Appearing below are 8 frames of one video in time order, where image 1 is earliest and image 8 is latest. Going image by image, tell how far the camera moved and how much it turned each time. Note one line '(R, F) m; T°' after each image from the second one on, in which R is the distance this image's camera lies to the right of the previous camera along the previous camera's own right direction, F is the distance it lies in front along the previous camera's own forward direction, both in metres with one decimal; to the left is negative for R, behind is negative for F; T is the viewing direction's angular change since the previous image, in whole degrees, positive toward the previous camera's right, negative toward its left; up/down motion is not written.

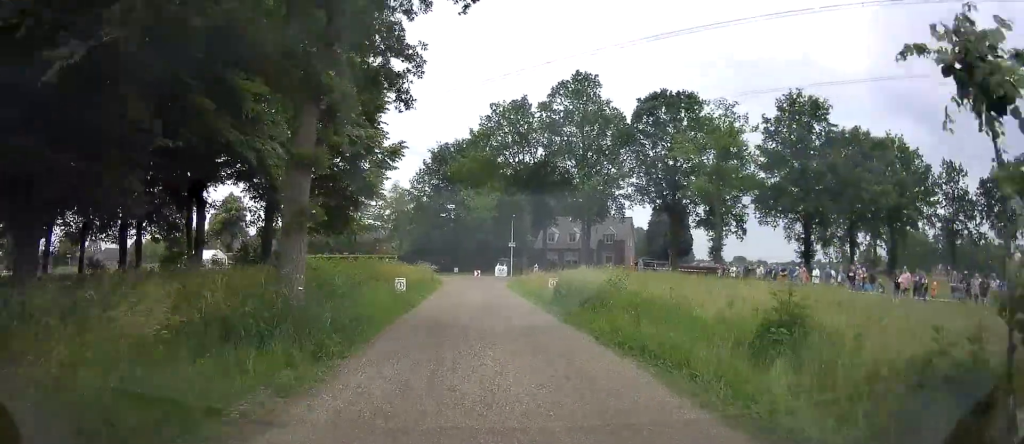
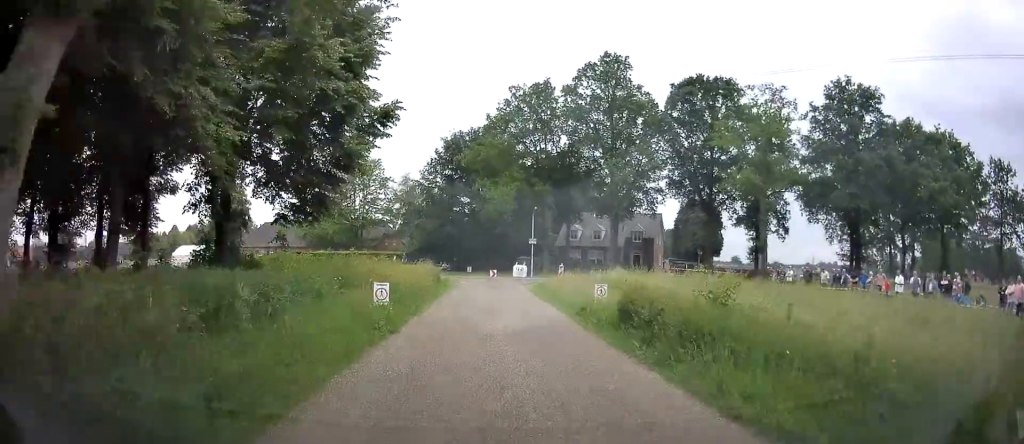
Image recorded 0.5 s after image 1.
(-0.4, +7.9) m; -2°
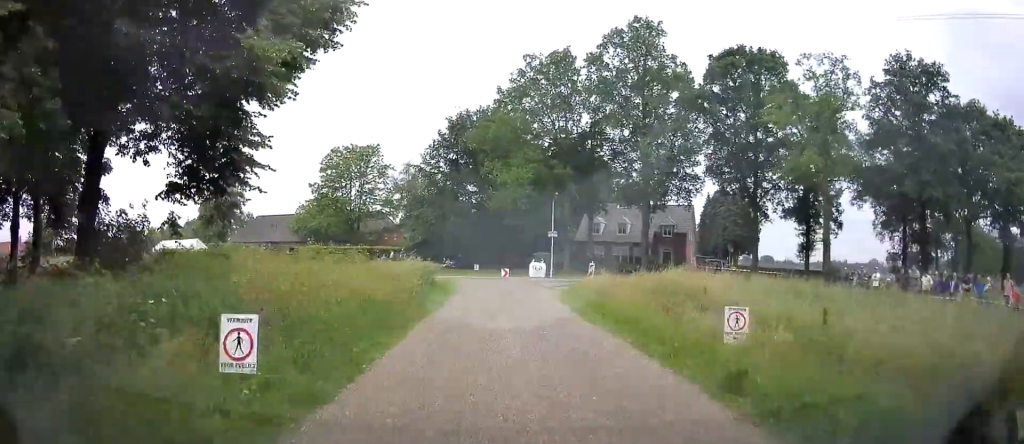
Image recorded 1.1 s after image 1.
(-0.2, +8.7) m; -2°
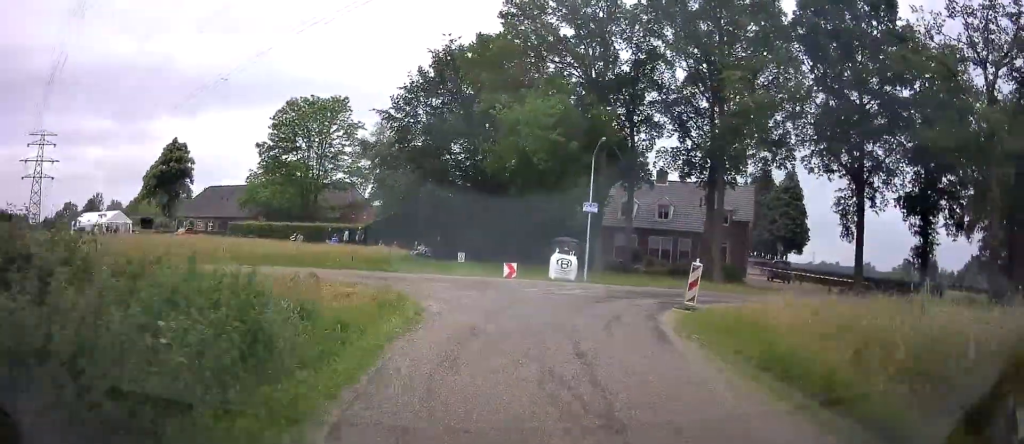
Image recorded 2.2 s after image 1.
(-0.3, +19.0) m; +1°
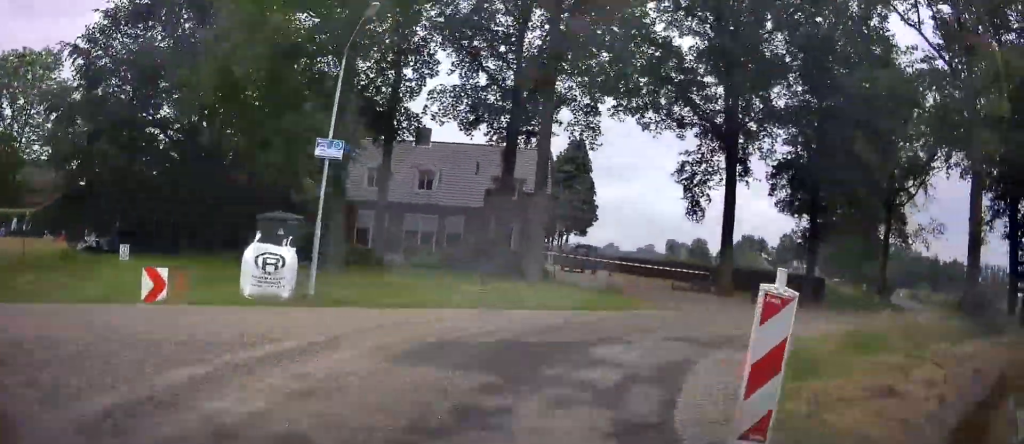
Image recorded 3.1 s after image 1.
(0.0, +14.7) m; +7°
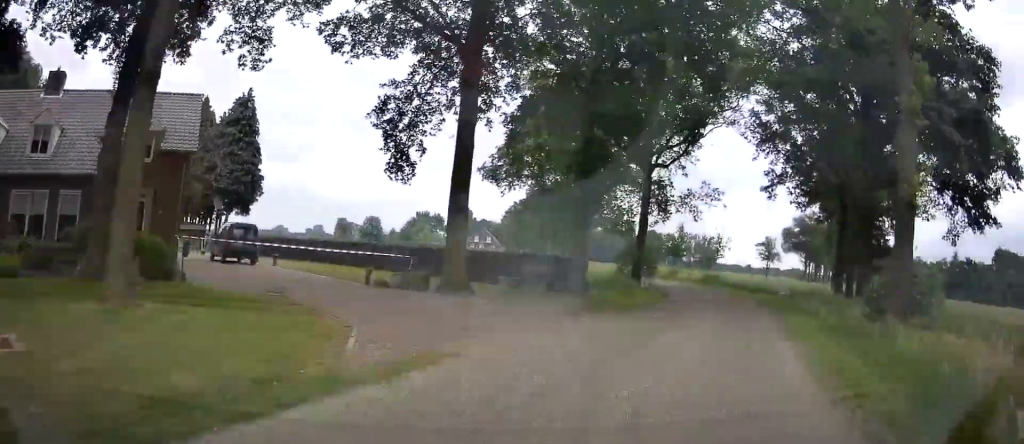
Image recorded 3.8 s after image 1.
(+0.8, +12.4) m; +20°
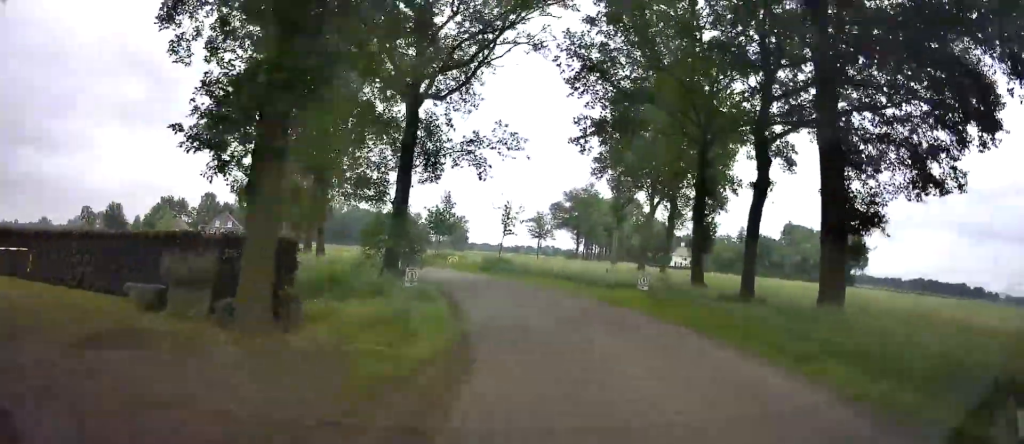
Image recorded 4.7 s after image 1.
(+4.3, +13.3) m; +26°
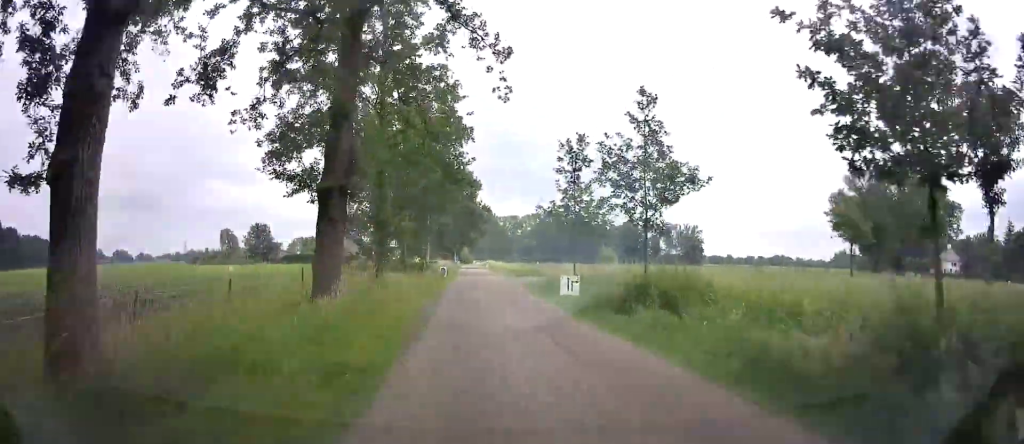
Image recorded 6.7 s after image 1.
(+4.2, +34.8) m; +3°
